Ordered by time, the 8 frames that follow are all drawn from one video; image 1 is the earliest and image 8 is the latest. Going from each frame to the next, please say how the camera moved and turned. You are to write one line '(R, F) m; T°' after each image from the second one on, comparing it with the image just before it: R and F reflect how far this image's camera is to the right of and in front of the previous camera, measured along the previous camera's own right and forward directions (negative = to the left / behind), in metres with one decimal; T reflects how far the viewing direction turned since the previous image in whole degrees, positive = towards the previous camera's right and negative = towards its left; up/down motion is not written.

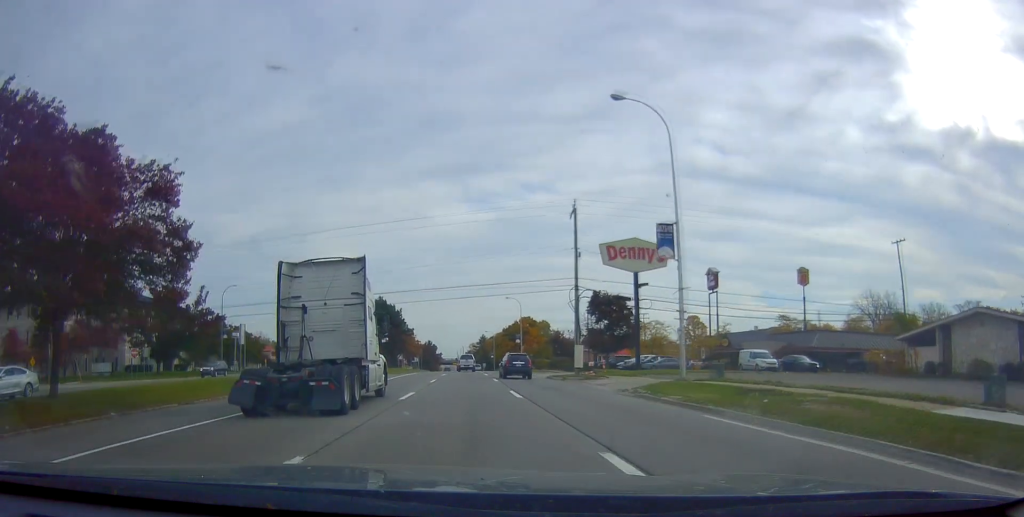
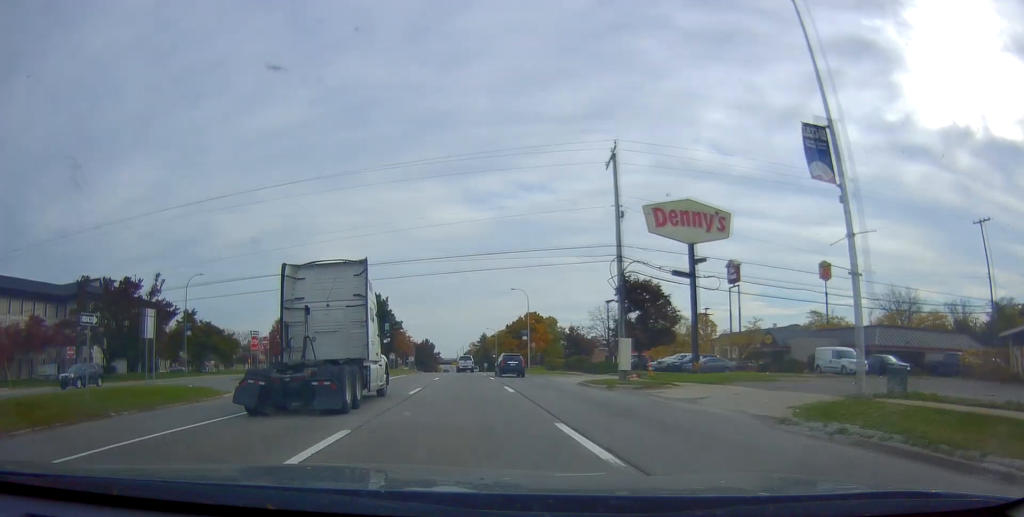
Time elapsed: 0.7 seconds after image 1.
(-0.2, +12.0) m; 0°
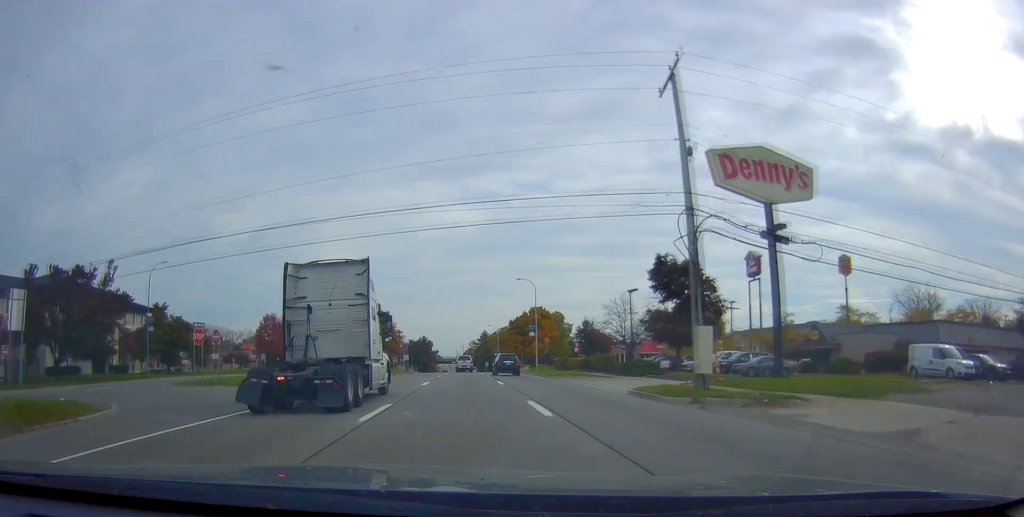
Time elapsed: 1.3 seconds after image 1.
(-0.1, +9.8) m; +1°
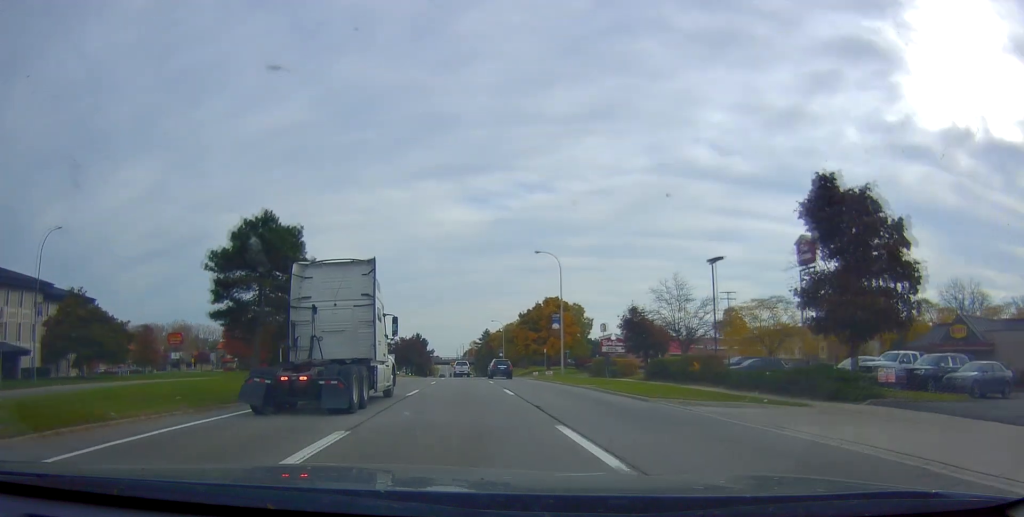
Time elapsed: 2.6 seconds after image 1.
(+0.6, +20.8) m; +2°
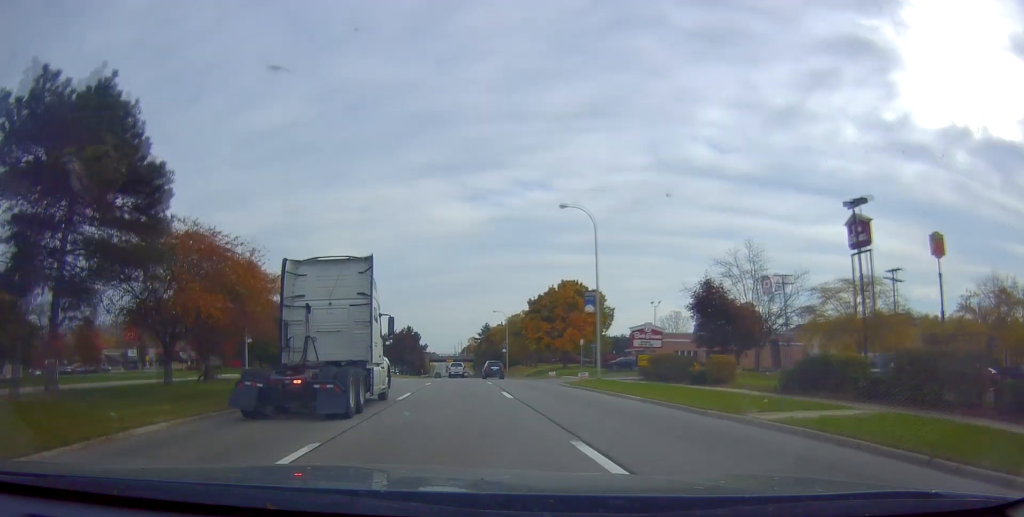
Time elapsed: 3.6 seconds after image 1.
(-0.1, +17.1) m; -2°
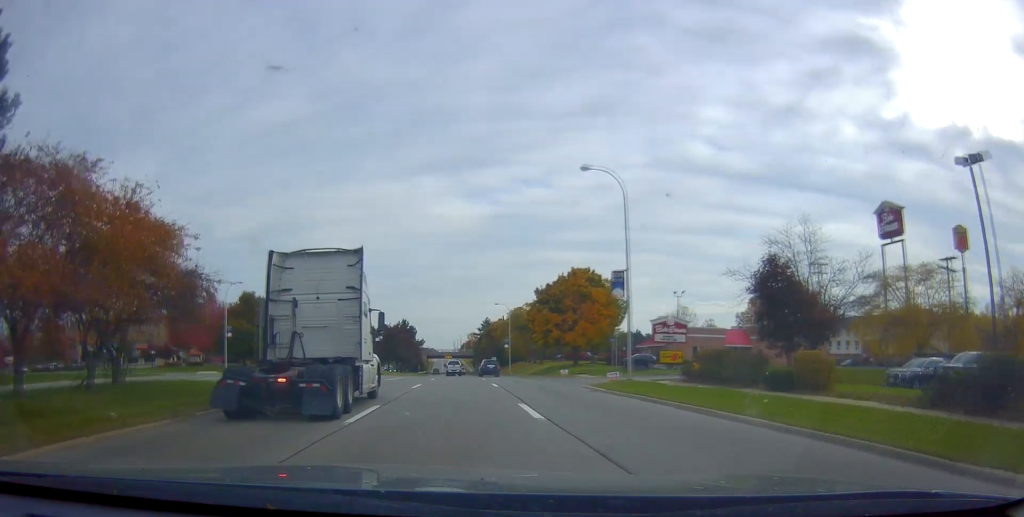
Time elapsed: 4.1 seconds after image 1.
(-0.2, +8.3) m; -1°
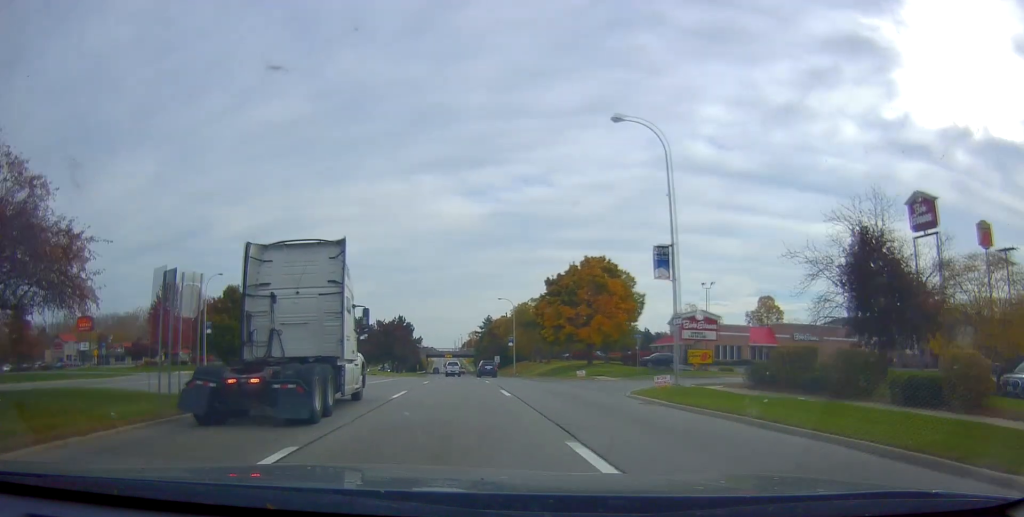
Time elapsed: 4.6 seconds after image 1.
(-0.1, +7.7) m; -1°
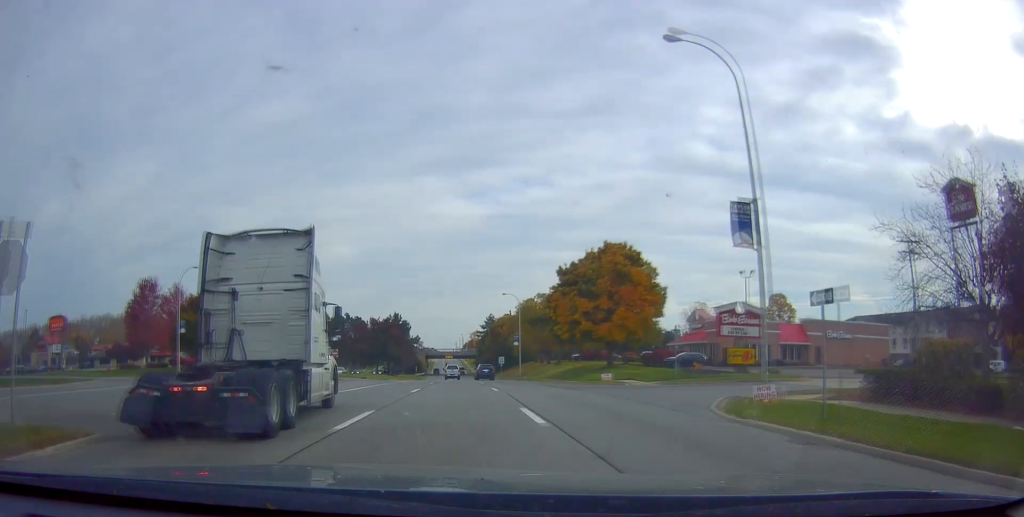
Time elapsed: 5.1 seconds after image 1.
(0.0, +8.3) m; 0°
